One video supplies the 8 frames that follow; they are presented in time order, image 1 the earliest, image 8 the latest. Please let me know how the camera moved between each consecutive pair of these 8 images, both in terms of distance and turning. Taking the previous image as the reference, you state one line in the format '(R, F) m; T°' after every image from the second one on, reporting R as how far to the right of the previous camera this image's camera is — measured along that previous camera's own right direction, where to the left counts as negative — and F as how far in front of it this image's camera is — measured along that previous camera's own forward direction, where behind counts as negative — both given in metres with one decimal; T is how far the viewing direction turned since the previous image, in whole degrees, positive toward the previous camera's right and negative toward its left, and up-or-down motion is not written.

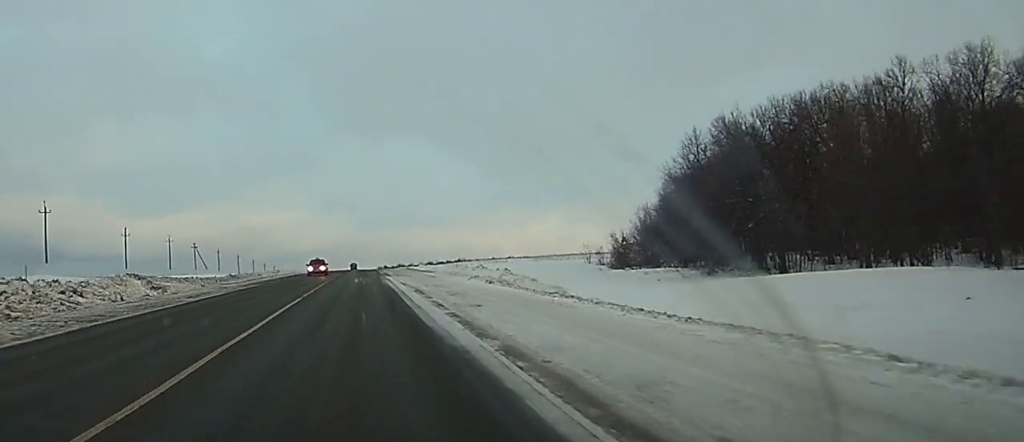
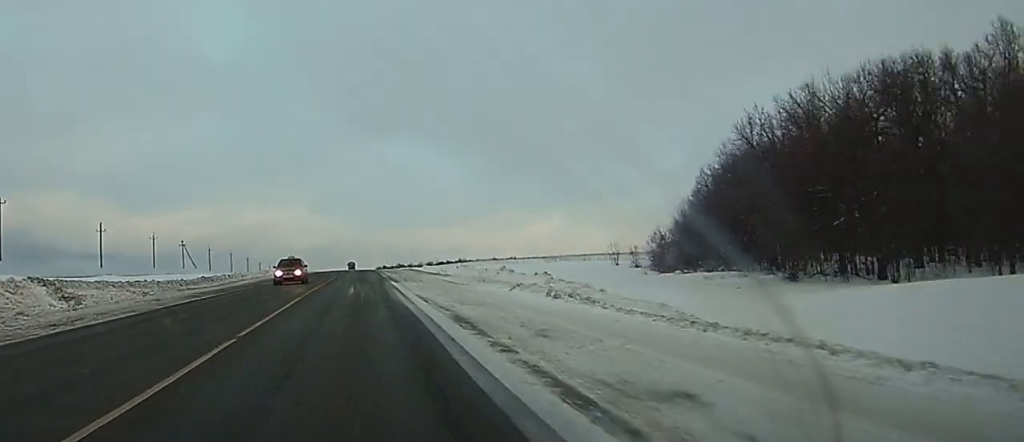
(+0.1, +14.1) m; 0°
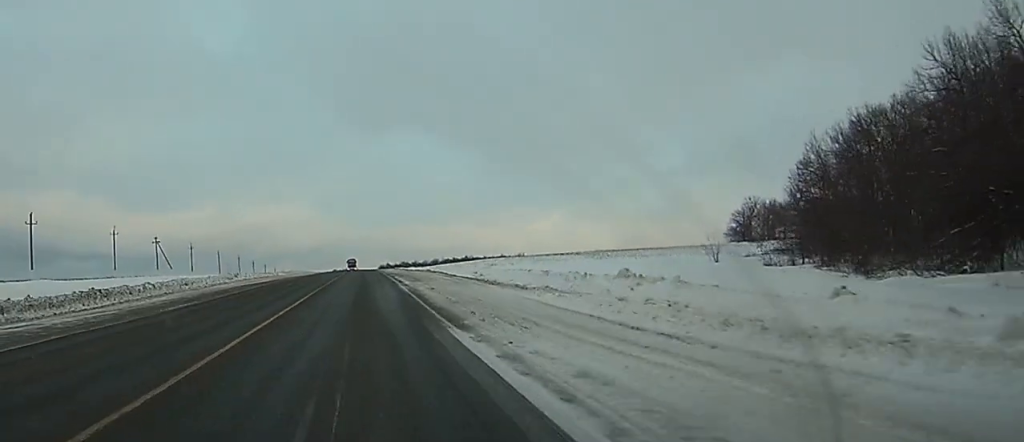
(0.0, +30.9) m; 0°
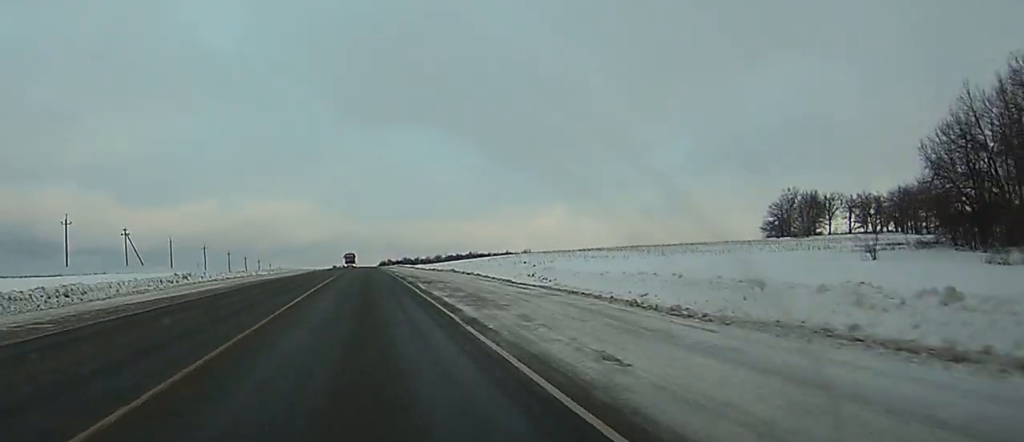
(-0.1, +25.6) m; 0°
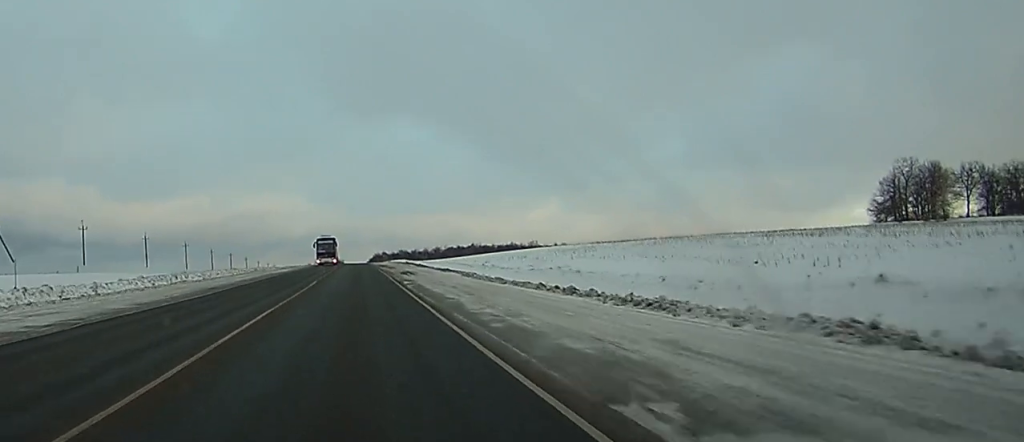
(-0.1, +60.1) m; 0°
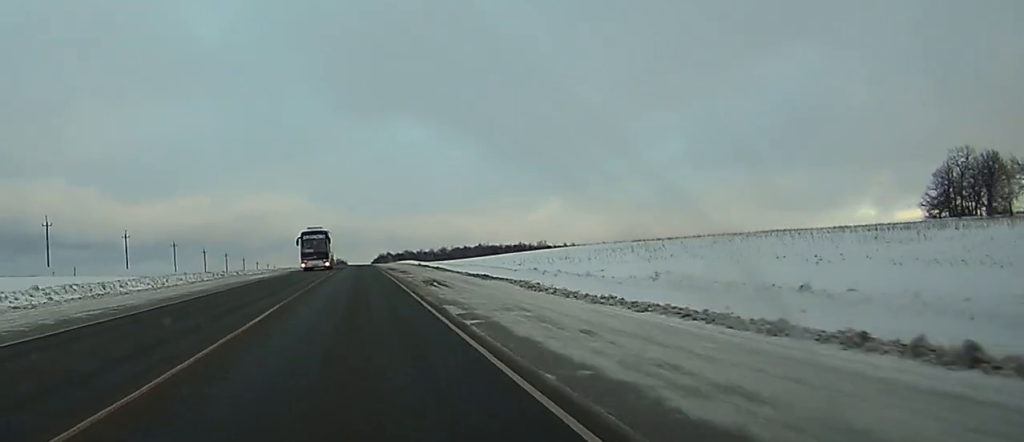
(+0.4, +18.7) m; -1°
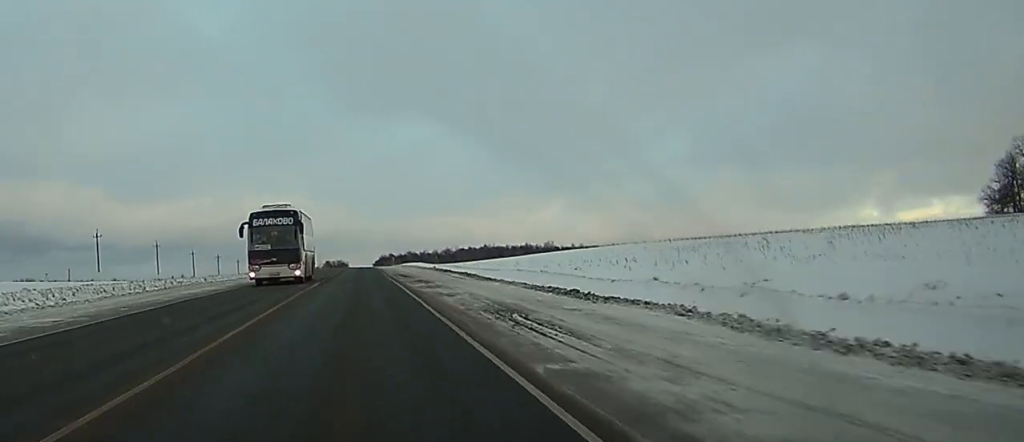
(-0.5, +19.7) m; -1°
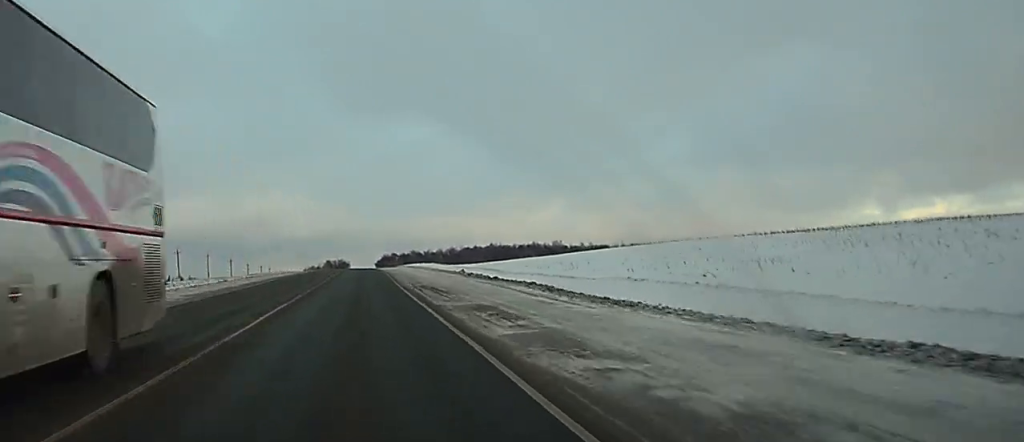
(-0.1, +21.5) m; 0°
